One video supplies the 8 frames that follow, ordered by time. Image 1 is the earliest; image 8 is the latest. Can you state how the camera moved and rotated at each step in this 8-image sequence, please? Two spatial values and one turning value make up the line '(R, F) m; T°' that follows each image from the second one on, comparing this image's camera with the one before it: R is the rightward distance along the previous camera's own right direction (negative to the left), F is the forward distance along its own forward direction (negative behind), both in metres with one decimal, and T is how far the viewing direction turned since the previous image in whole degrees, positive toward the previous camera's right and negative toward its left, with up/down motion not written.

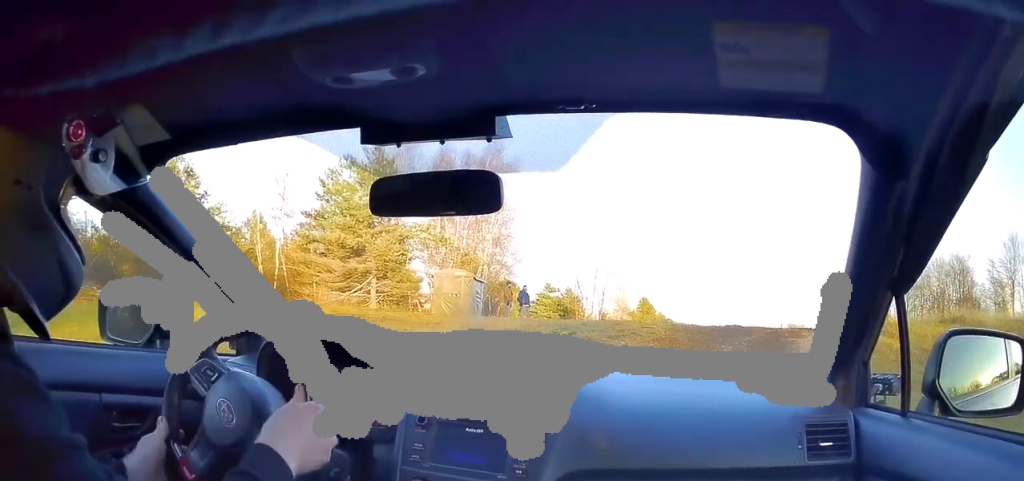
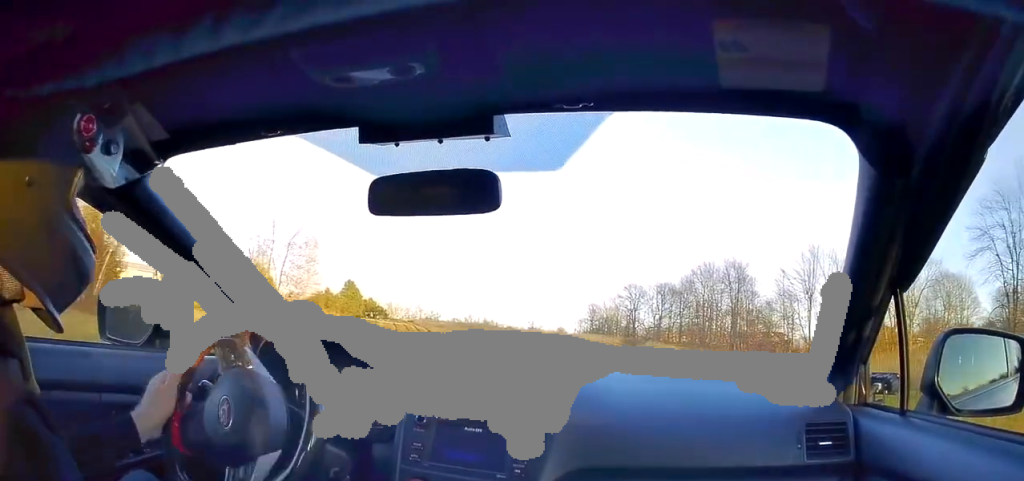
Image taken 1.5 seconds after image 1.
(+1.4, +15.6) m; +12°
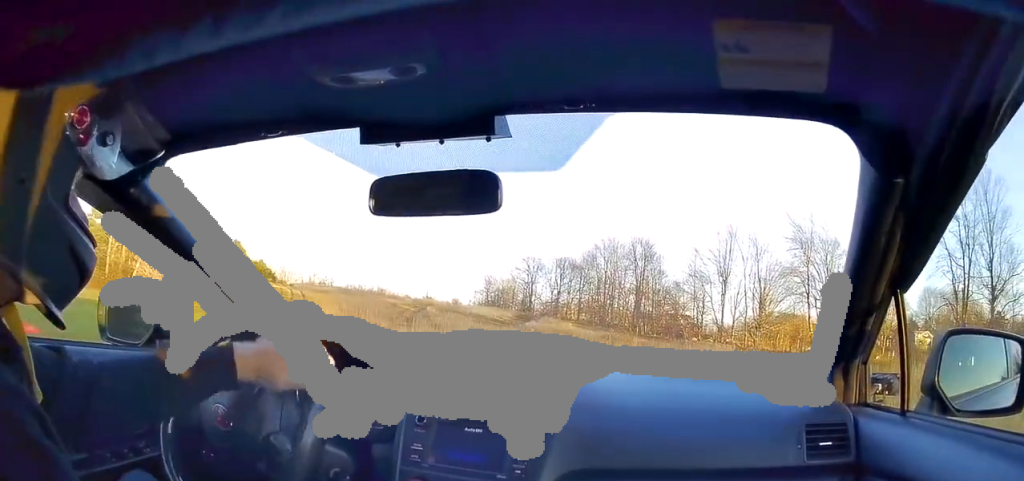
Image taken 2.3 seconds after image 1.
(+0.4, +7.4) m; +7°
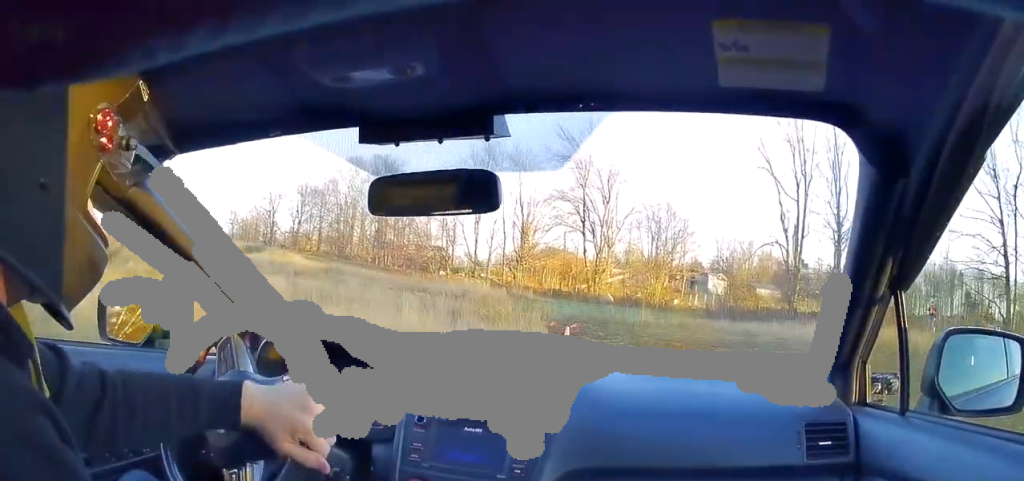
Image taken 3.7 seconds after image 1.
(+1.7, +12.8) m; +13°
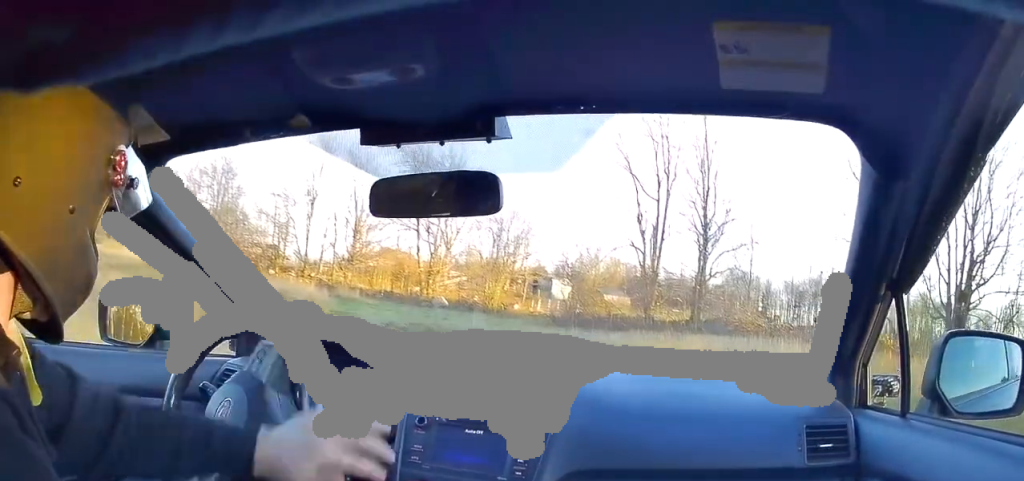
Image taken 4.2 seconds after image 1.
(+0.3, +4.8) m; +3°
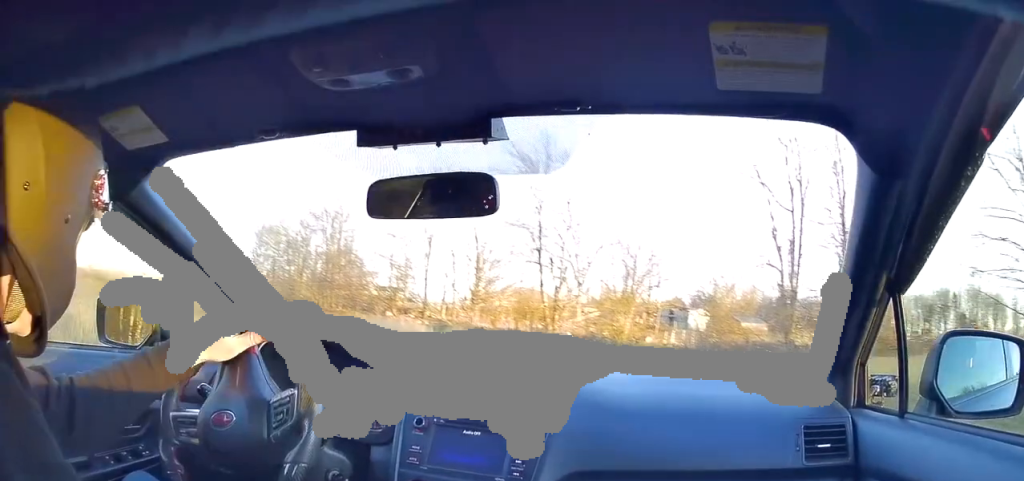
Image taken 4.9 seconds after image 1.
(+0.1, +5.0) m; -2°
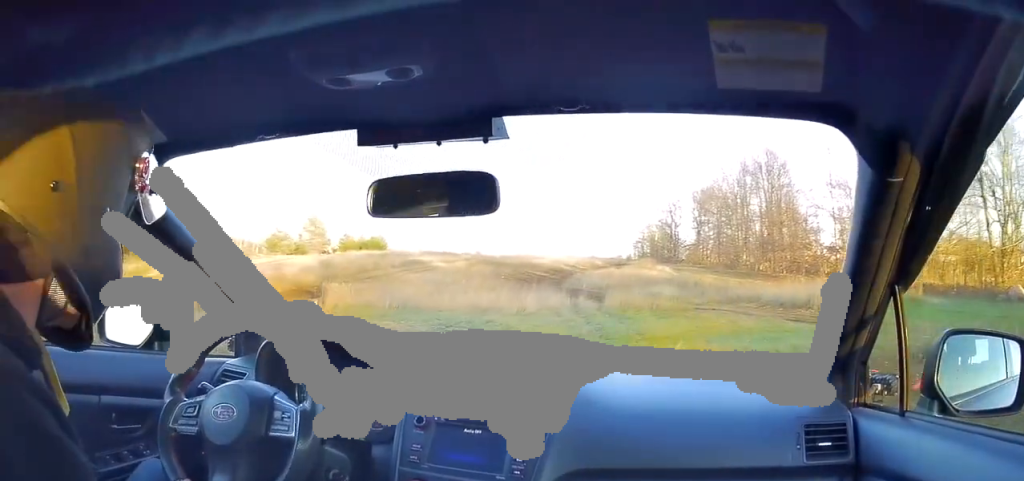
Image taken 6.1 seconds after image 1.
(-0.5, +9.0) m; -12°
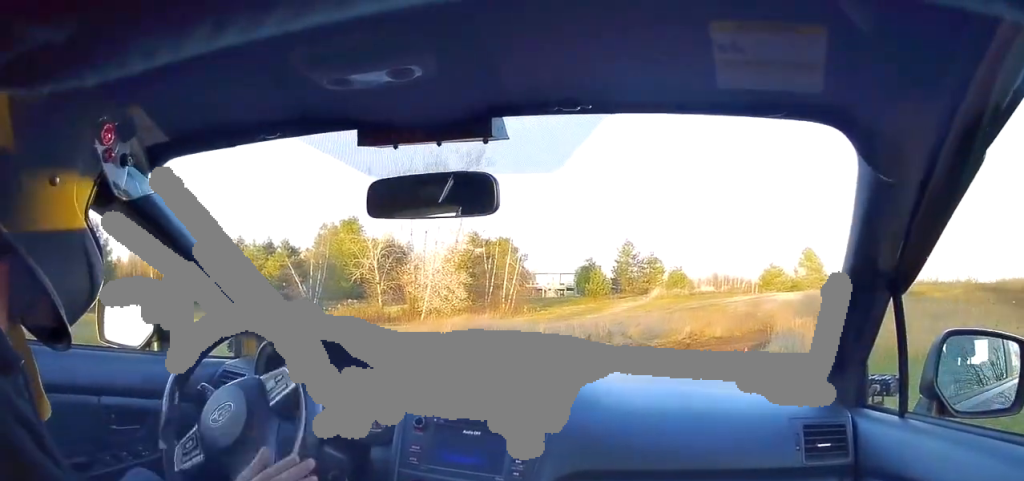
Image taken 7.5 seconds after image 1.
(-2.6, +9.7) m; -27°
